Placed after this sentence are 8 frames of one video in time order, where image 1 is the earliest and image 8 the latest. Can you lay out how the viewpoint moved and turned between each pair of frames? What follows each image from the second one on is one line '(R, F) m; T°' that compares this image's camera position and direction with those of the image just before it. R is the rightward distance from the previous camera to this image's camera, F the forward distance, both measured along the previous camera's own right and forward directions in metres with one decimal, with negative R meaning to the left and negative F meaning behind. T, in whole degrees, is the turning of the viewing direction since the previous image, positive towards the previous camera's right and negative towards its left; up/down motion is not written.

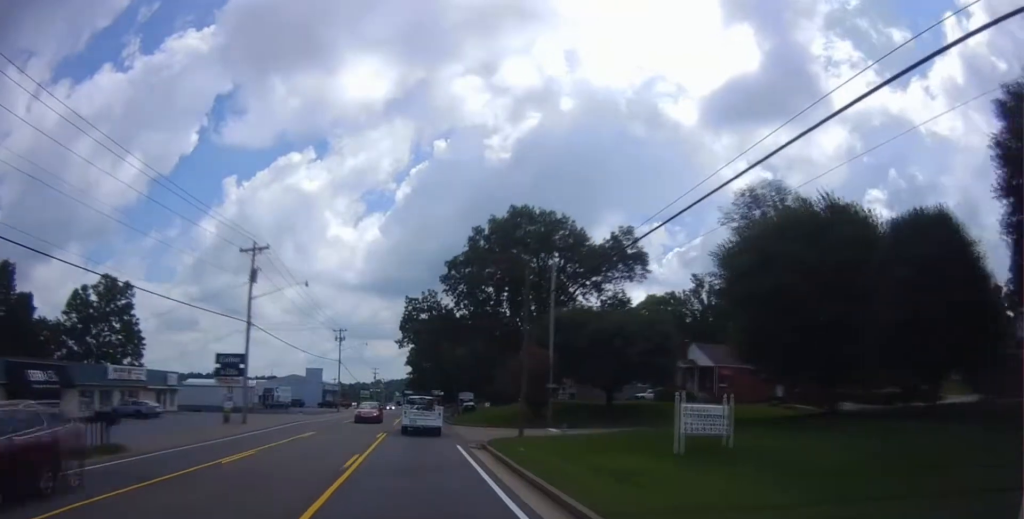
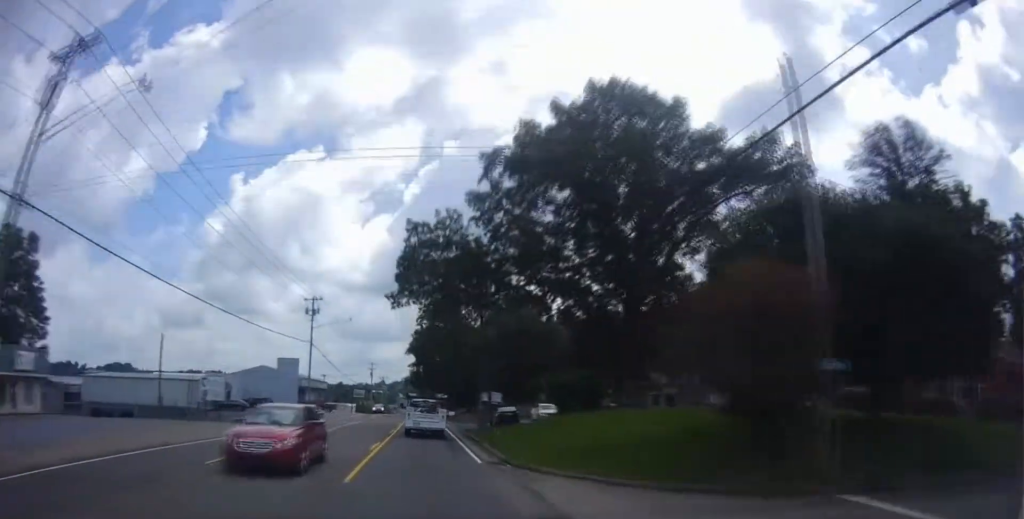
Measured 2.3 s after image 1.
(-0.3, +29.0) m; -1°
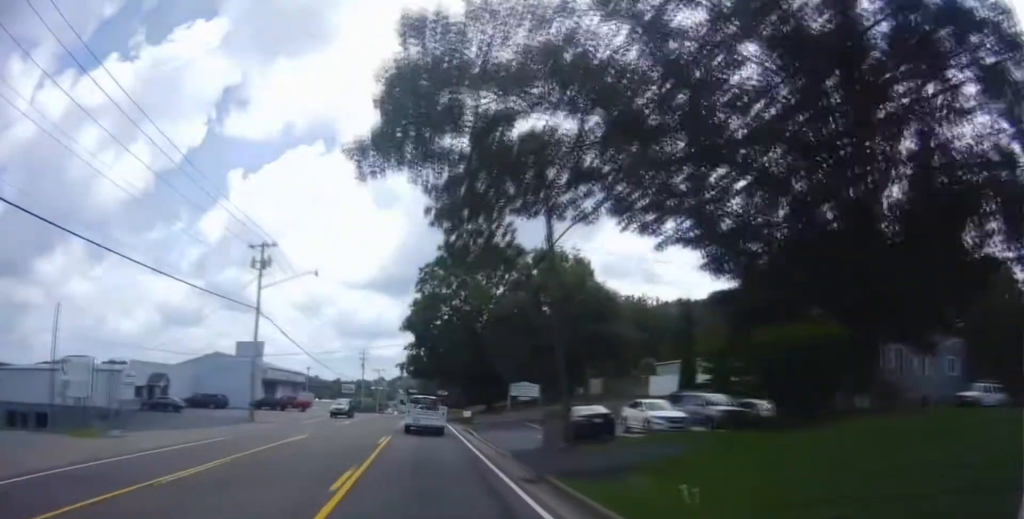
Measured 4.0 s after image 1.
(+0.1, +22.3) m; 0°
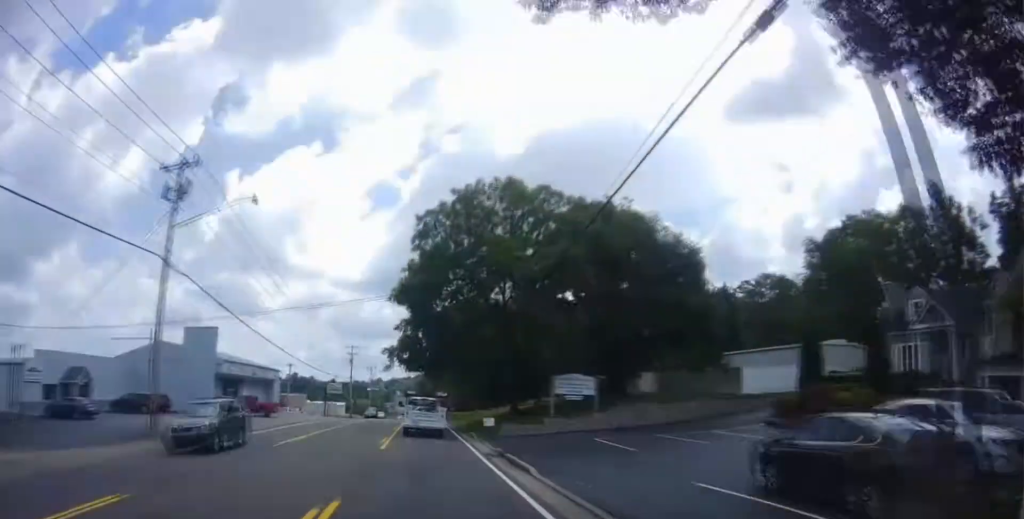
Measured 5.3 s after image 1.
(-0.1, +17.4) m; 0°
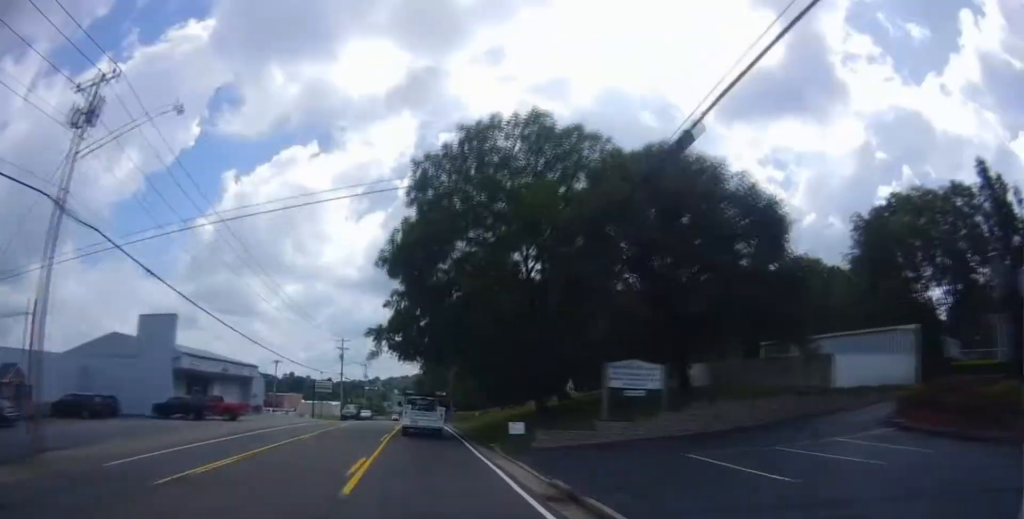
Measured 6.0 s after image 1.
(-0.2, +10.3) m; 0°
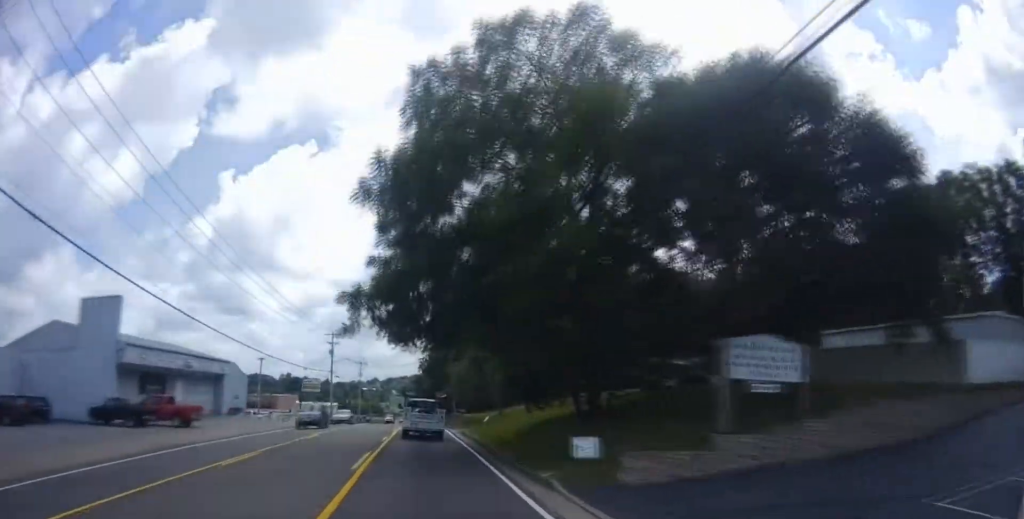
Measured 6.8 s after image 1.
(+0.1, +10.1) m; +1°
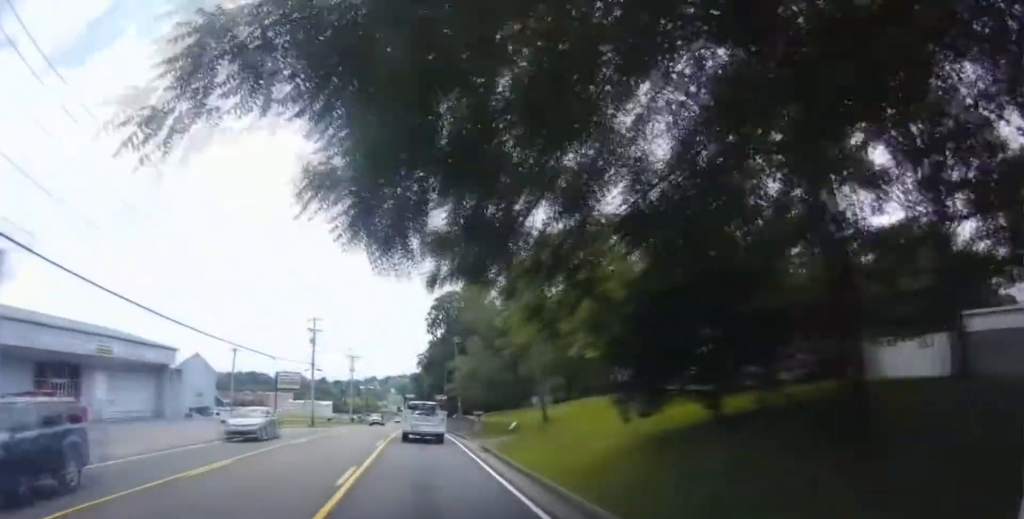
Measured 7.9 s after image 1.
(+0.2, +14.6) m; +1°
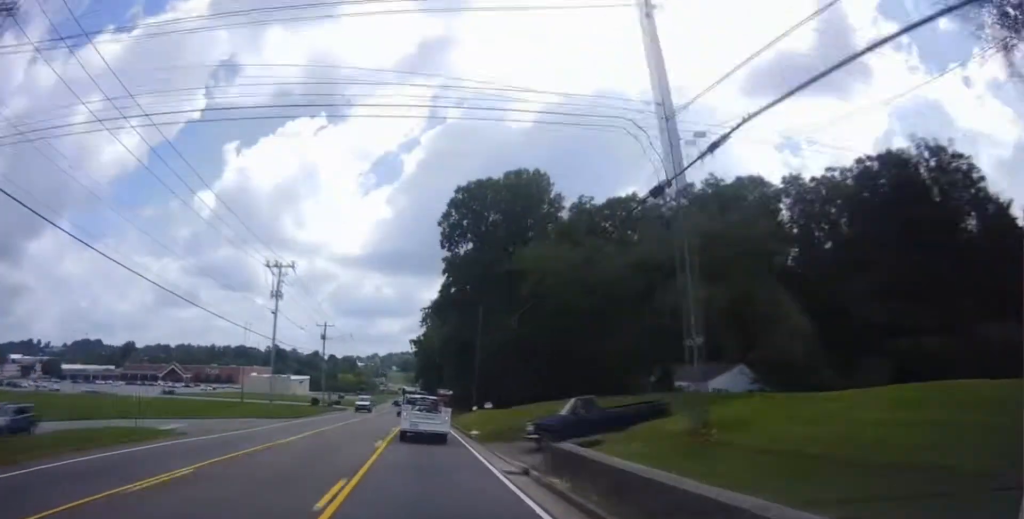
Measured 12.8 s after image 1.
(-1.7, +63.9) m; -1°
